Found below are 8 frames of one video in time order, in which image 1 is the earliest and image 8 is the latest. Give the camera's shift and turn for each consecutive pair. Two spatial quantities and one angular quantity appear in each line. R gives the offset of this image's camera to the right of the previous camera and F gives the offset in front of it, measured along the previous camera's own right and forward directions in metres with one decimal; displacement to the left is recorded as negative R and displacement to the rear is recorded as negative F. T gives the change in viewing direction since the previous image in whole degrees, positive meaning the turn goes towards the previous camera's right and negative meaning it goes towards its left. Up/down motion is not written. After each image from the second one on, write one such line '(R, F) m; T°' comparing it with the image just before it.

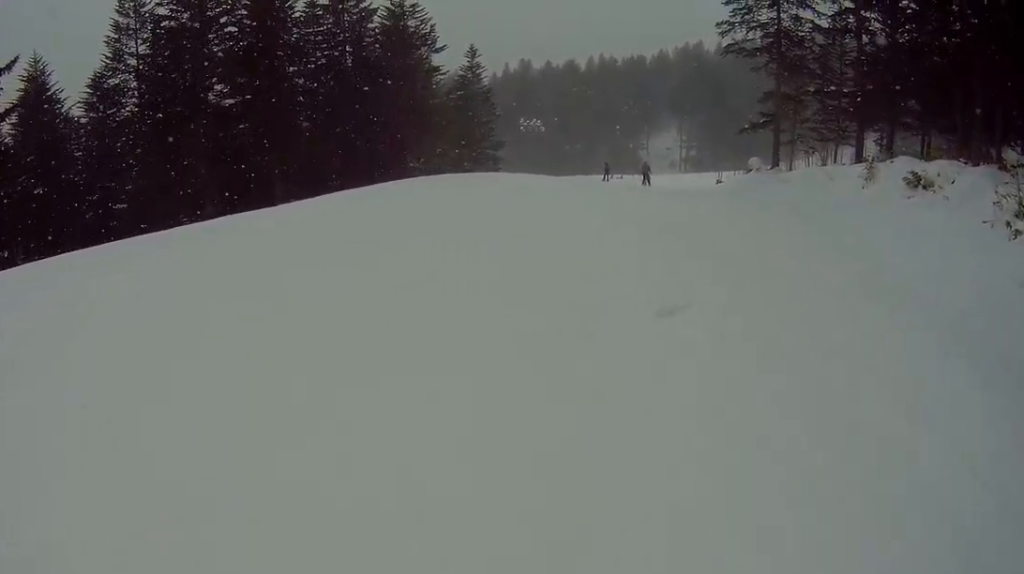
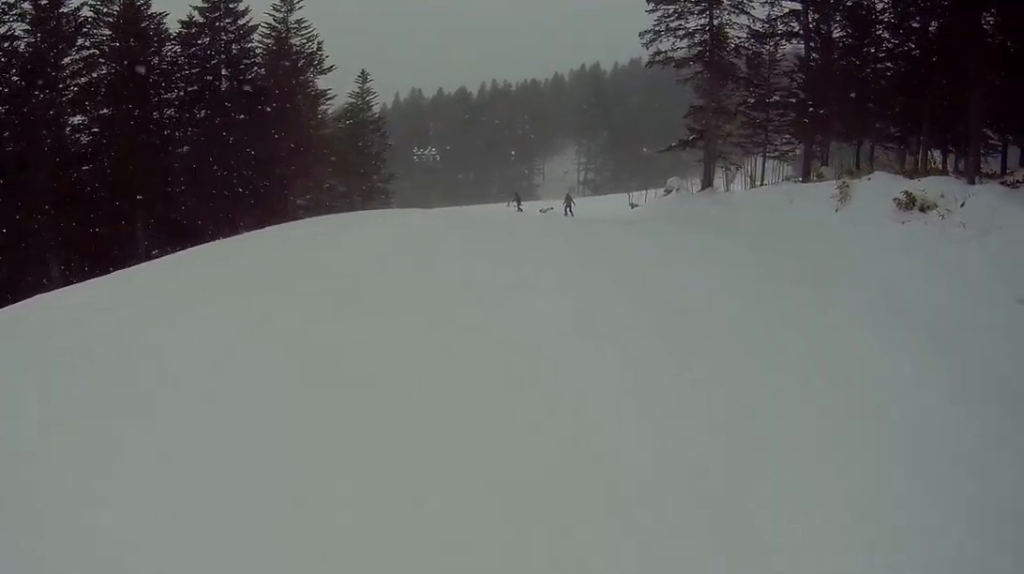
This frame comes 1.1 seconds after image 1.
(+0.1, +6.6) m; +4°
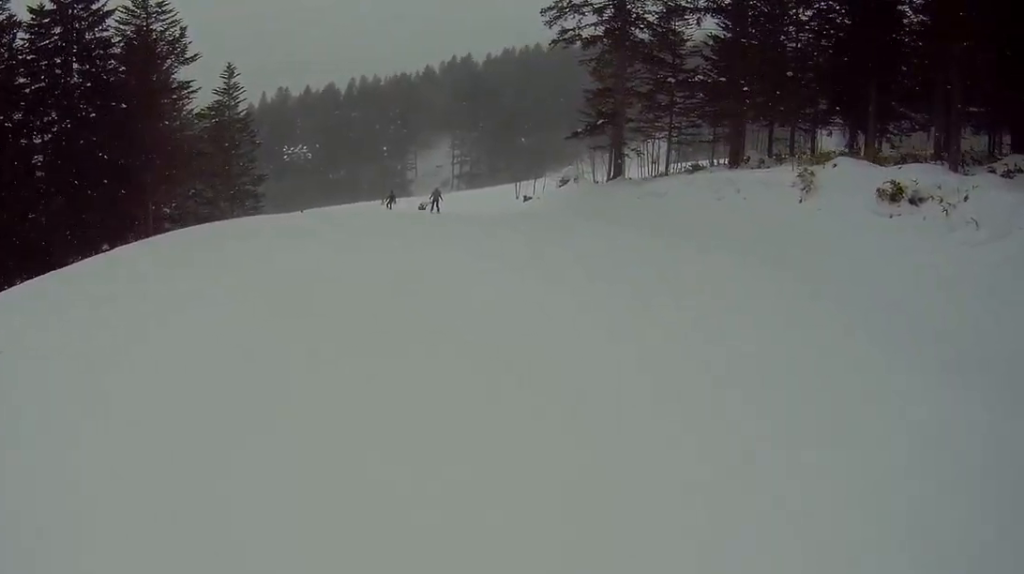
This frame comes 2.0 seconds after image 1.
(+0.3, +5.3) m; +7°
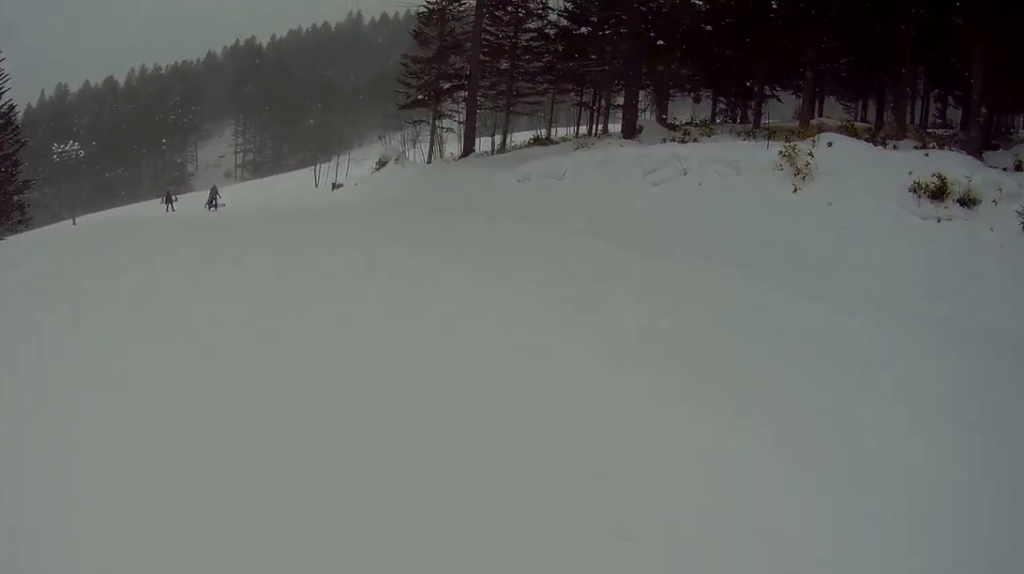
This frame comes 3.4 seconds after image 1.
(+1.0, +9.0) m; +6°
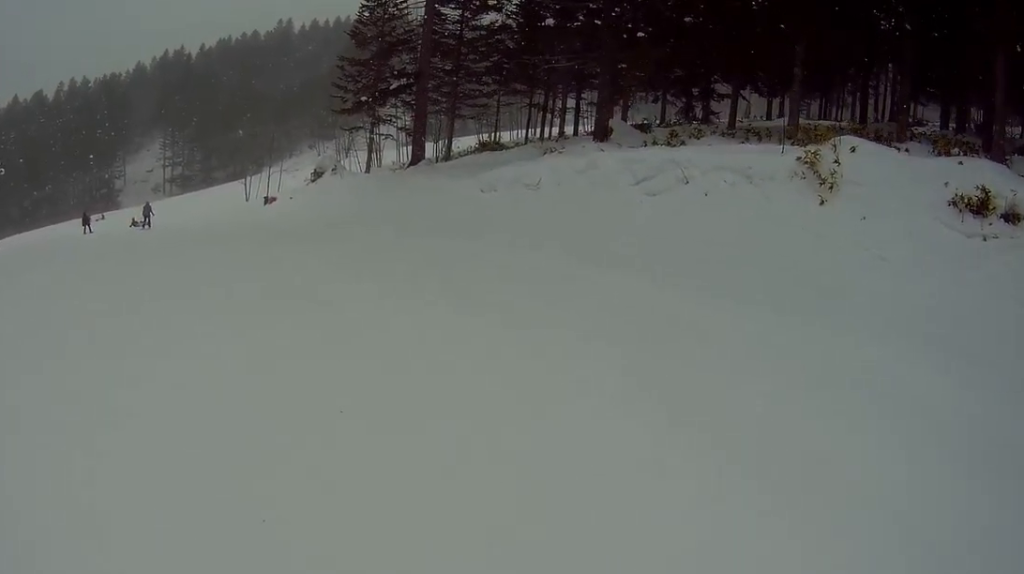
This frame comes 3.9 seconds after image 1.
(0.0, +3.3) m; -1°
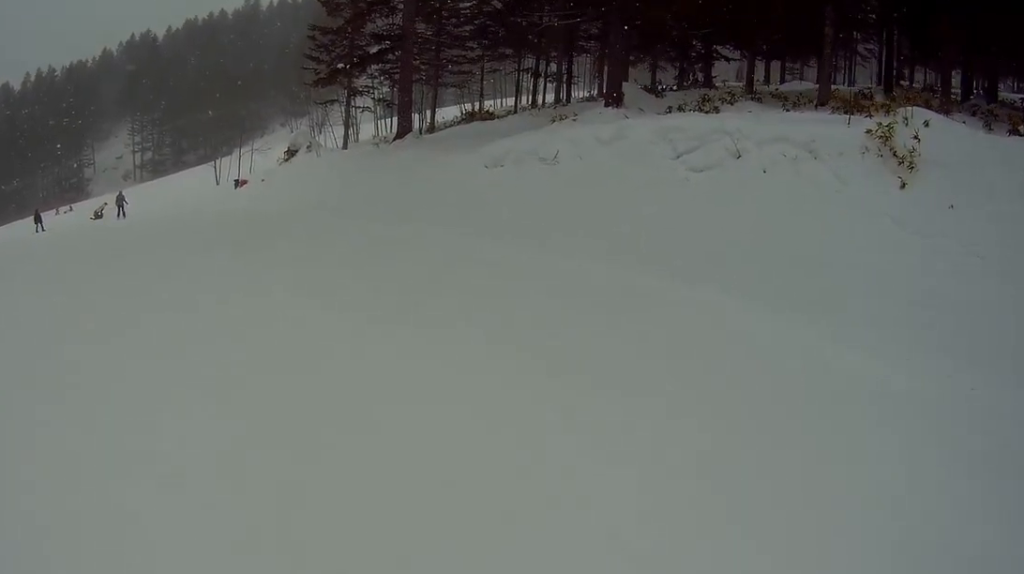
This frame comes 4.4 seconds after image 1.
(+0.1, +3.2) m; -1°
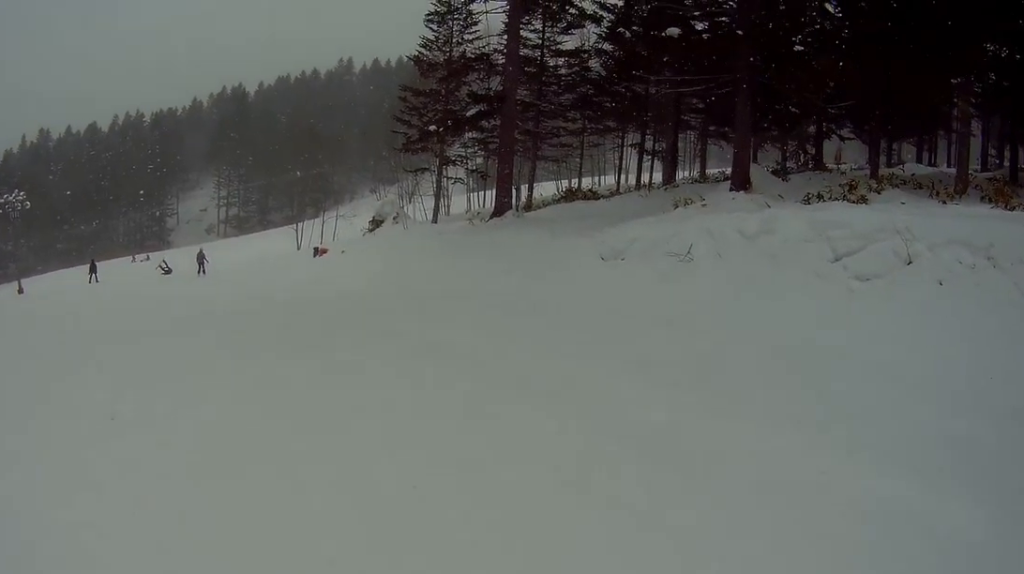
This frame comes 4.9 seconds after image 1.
(-0.1, +3.2) m; -10°
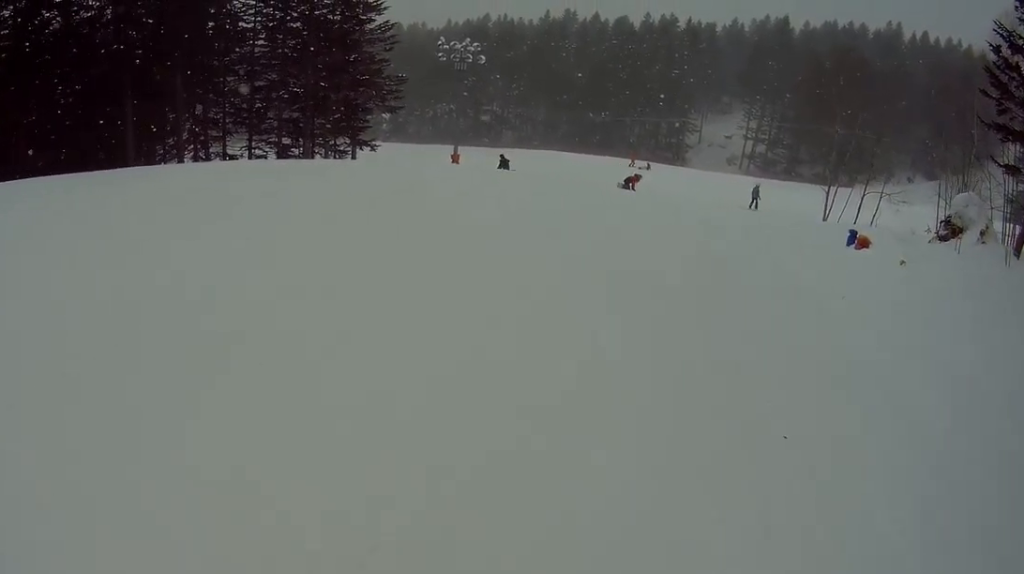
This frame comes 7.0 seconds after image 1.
(-4.5, +13.1) m; -22°
